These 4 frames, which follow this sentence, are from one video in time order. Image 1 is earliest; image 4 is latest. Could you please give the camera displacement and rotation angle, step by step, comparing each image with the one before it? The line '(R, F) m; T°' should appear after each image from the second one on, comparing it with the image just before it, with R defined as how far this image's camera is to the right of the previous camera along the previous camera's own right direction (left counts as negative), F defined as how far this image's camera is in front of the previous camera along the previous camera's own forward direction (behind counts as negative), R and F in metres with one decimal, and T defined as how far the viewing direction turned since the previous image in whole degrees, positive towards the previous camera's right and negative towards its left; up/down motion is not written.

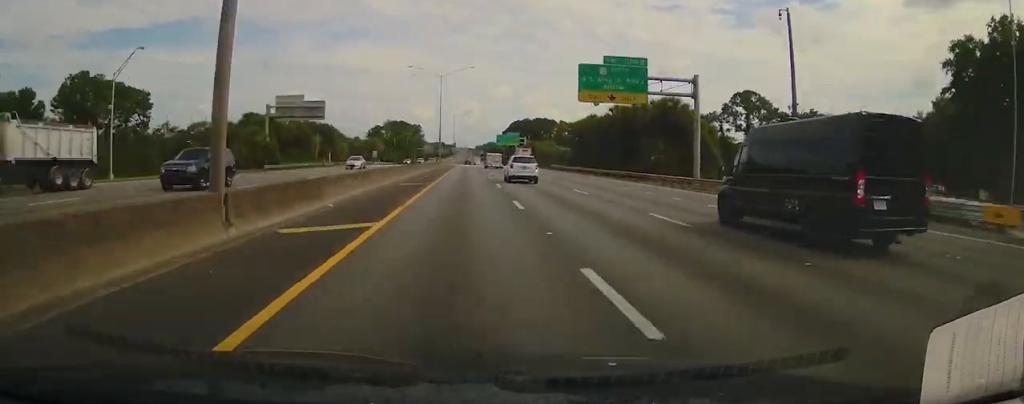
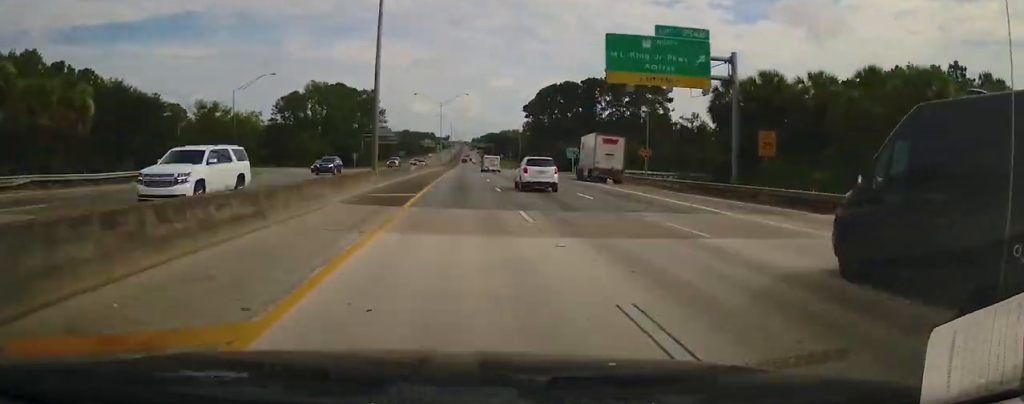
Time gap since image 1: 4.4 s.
(+0.5, +133.6) m; 0°
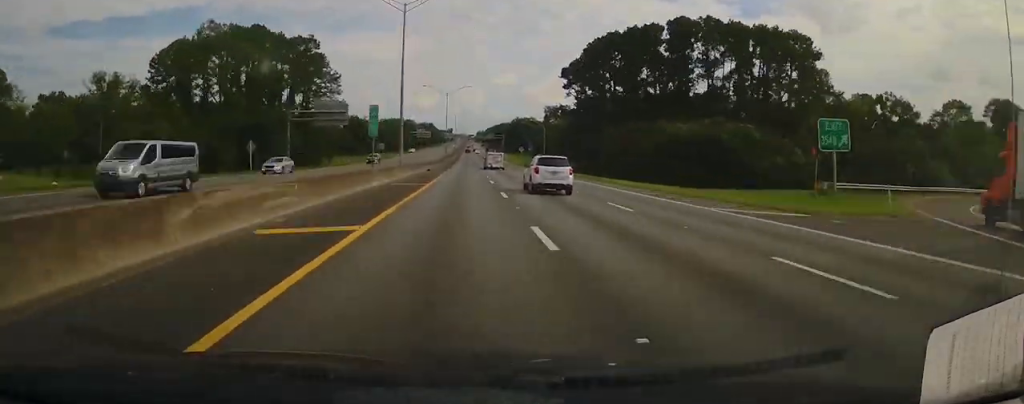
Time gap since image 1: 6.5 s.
(0.0, +67.0) m; 0°
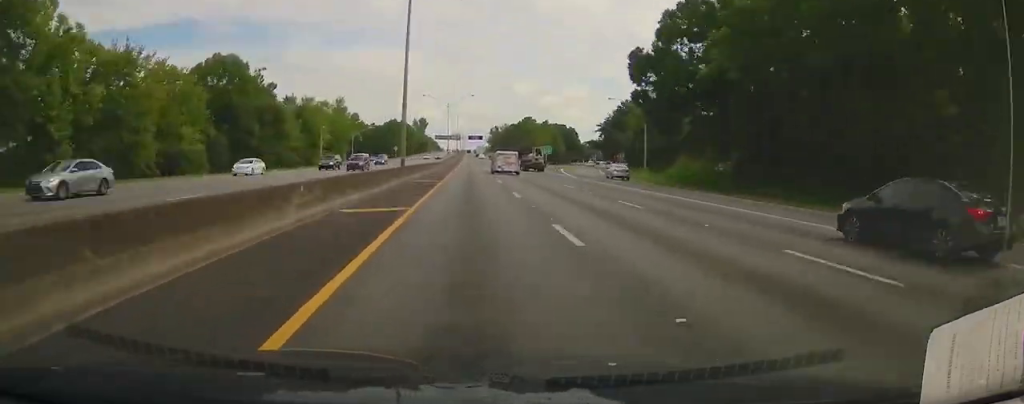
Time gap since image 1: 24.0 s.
(0.0, +568.3) m; 0°
